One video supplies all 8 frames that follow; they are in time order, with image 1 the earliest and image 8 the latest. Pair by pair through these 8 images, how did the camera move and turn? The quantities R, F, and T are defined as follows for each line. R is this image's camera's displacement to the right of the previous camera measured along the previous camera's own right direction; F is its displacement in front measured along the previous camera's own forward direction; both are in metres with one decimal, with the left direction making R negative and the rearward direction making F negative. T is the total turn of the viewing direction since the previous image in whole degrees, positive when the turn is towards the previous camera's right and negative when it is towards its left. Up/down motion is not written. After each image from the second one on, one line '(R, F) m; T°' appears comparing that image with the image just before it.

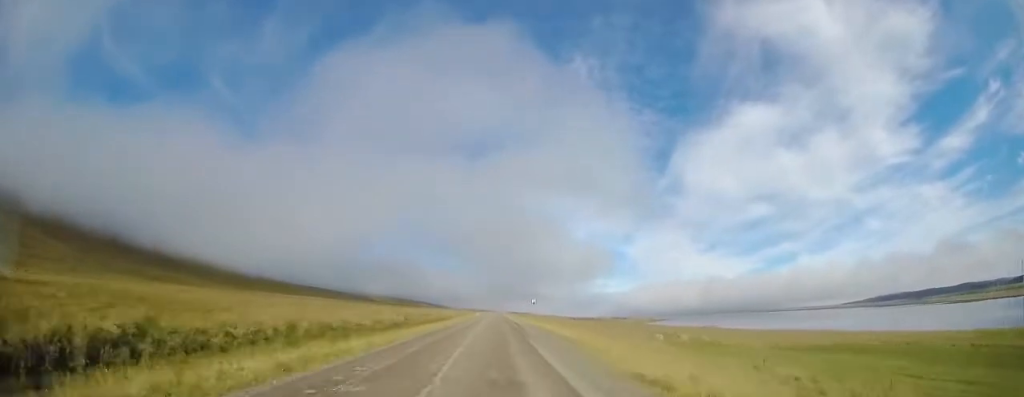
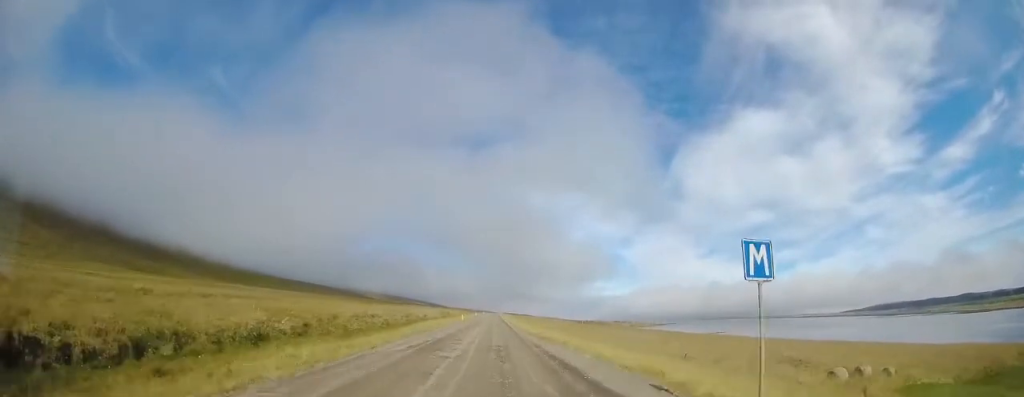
(-0.2, +32.7) m; 0°
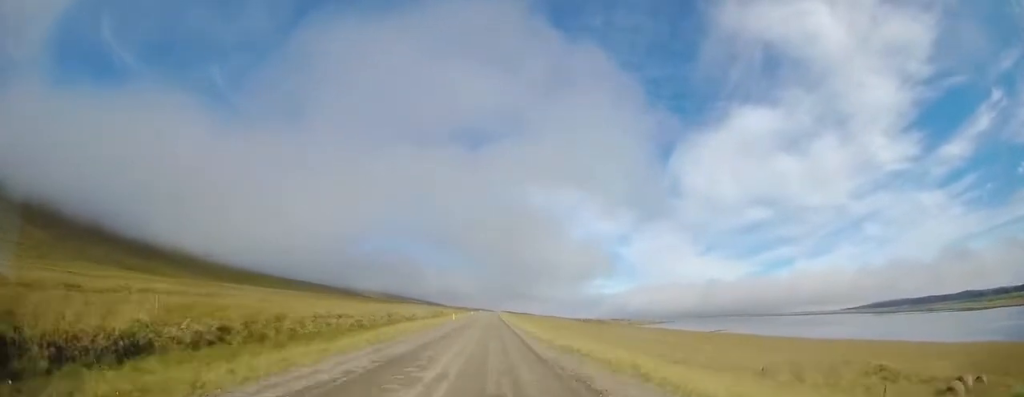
(0.0, +9.7) m; 0°
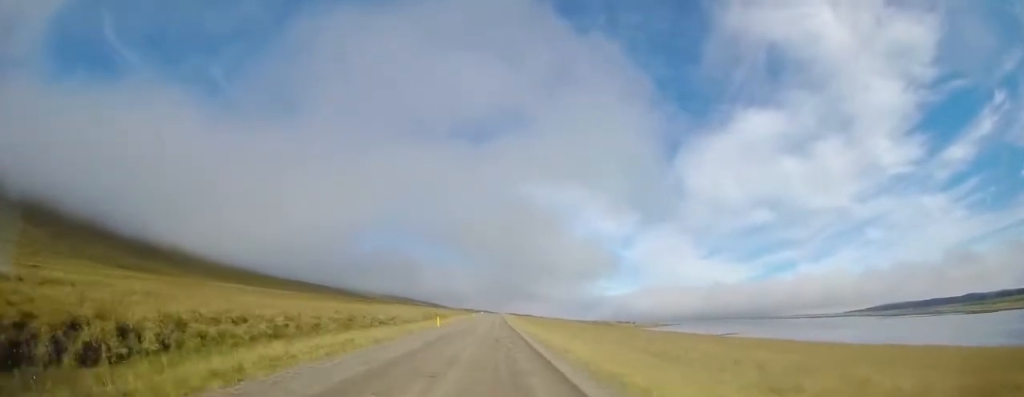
(+0.2, +16.7) m; +1°
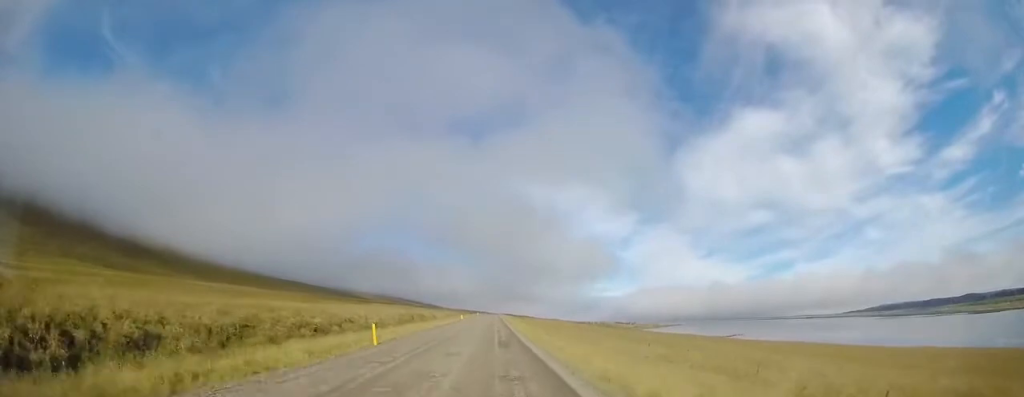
(0.0, +17.6) m; 0°
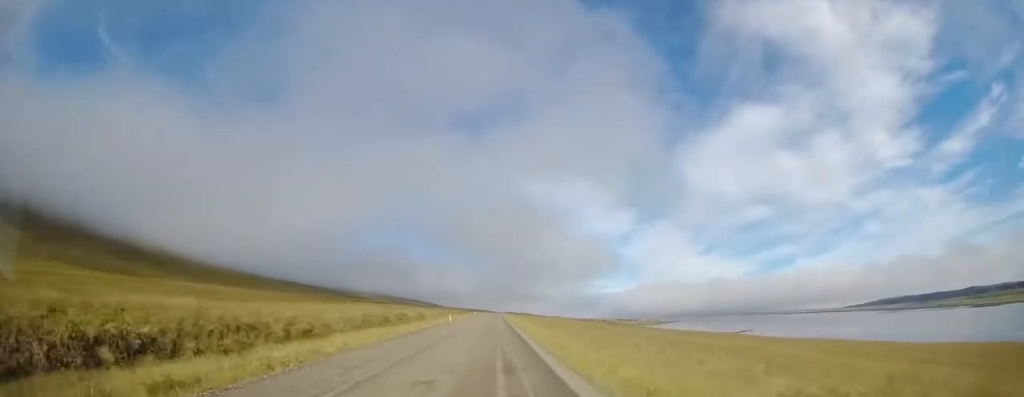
(-0.1, +17.8) m; 0°
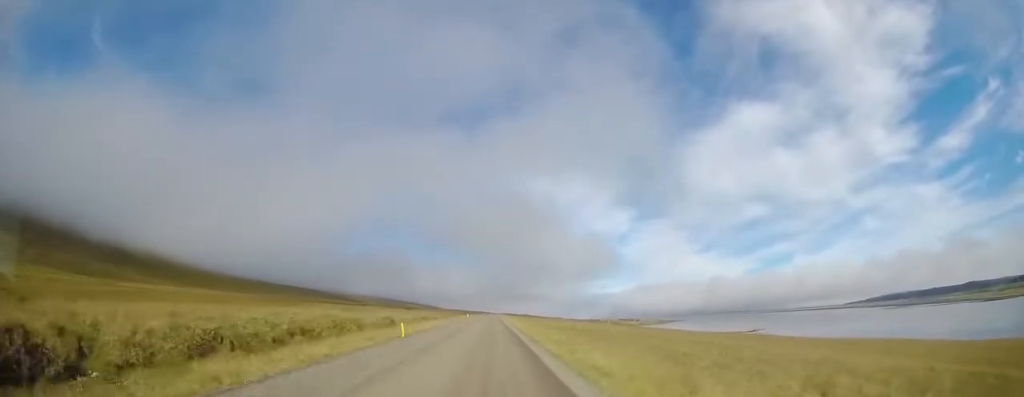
(+0.1, +23.8) m; +2°
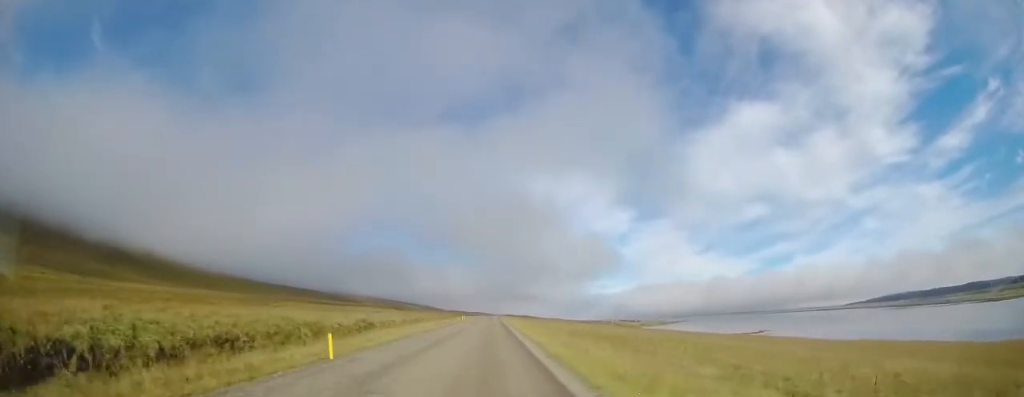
(+0.2, +10.4) m; 0°
